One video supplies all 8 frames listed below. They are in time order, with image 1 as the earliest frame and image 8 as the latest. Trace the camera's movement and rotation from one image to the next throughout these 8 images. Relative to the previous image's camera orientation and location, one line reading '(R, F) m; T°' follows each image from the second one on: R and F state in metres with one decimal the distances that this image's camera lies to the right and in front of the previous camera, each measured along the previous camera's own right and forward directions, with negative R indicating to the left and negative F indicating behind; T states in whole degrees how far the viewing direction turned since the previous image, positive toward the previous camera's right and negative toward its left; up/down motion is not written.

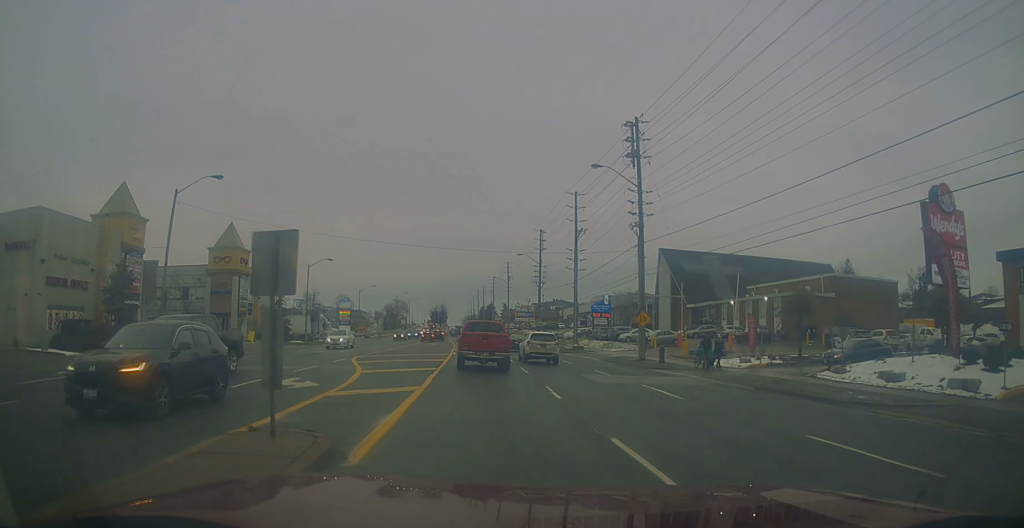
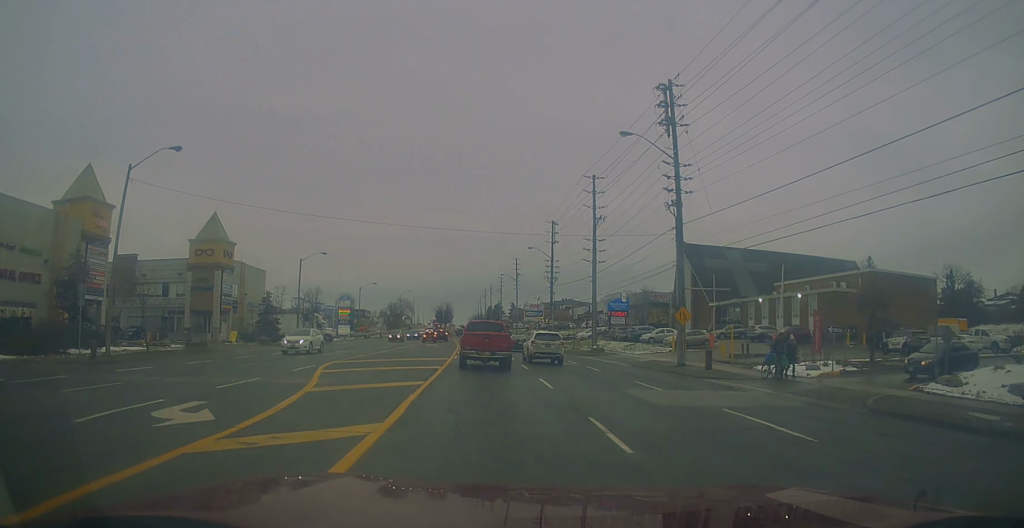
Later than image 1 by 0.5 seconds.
(-0.2, +6.6) m; -1°
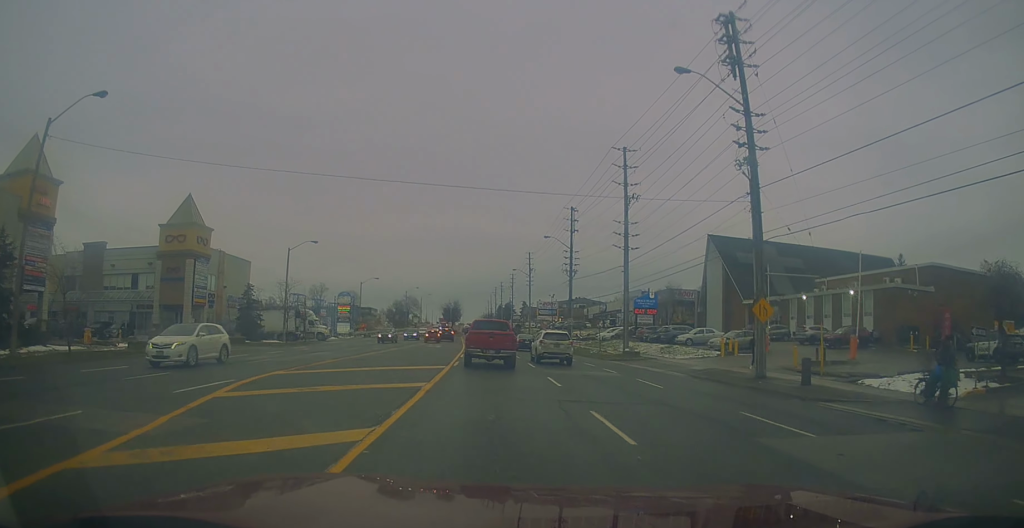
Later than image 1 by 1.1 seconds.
(+0.1, +8.6) m; 0°
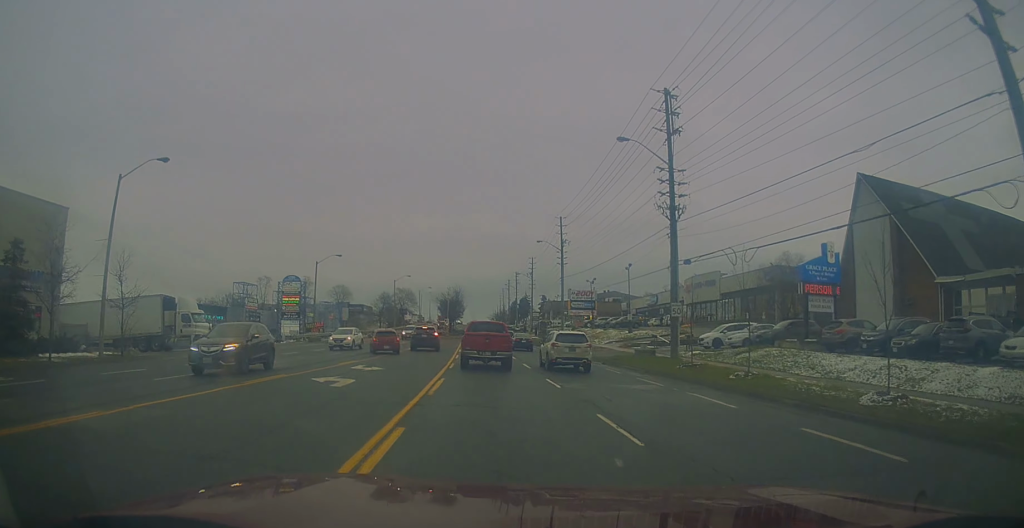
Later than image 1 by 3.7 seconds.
(-0.7, +35.3) m; -2°
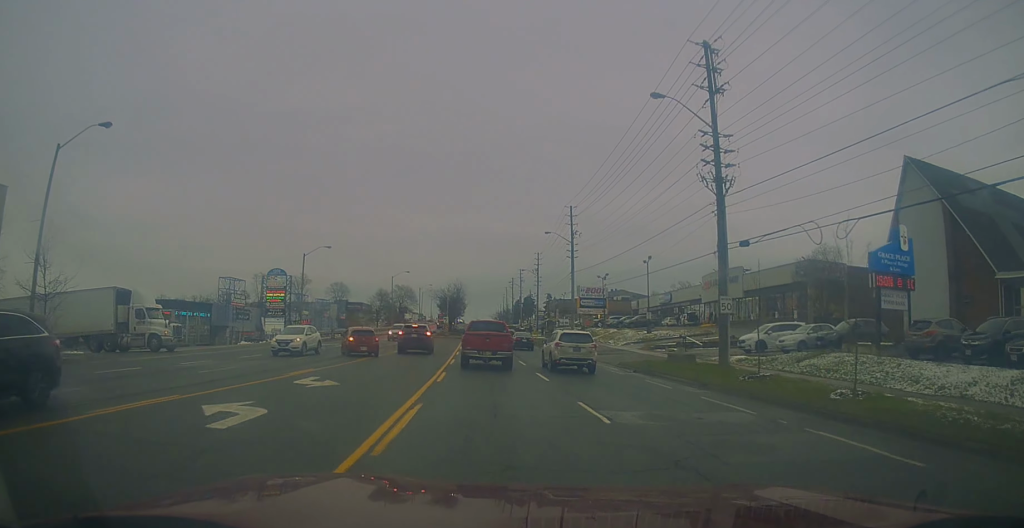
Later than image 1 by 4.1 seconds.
(+0.2, +6.7) m; 0°
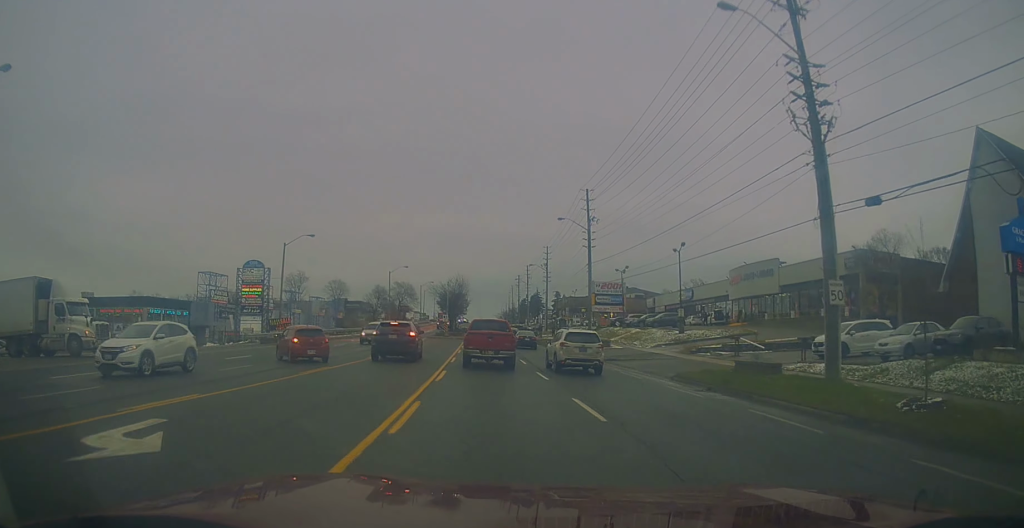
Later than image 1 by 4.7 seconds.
(+0.1, +8.7) m; 0°
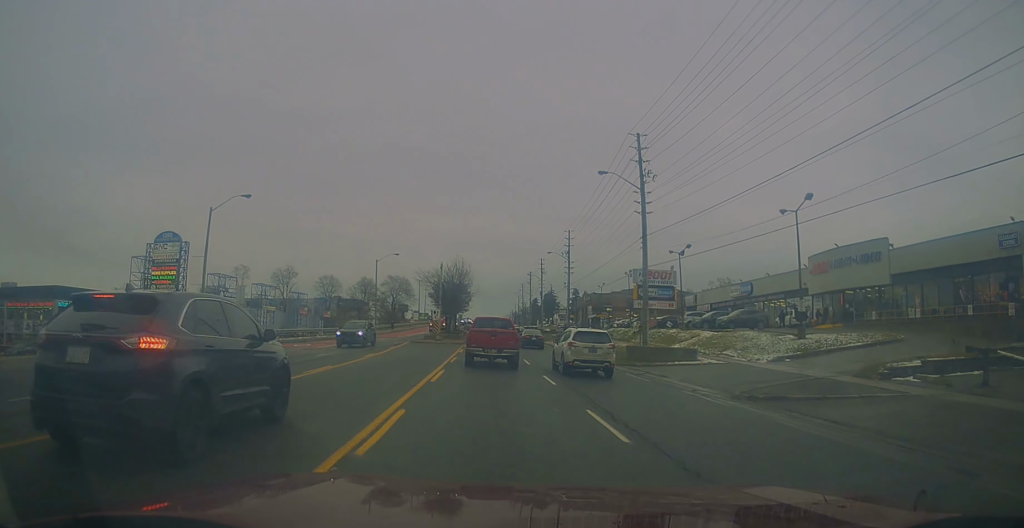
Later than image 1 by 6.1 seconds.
(-0.1, +19.6) m; 0°
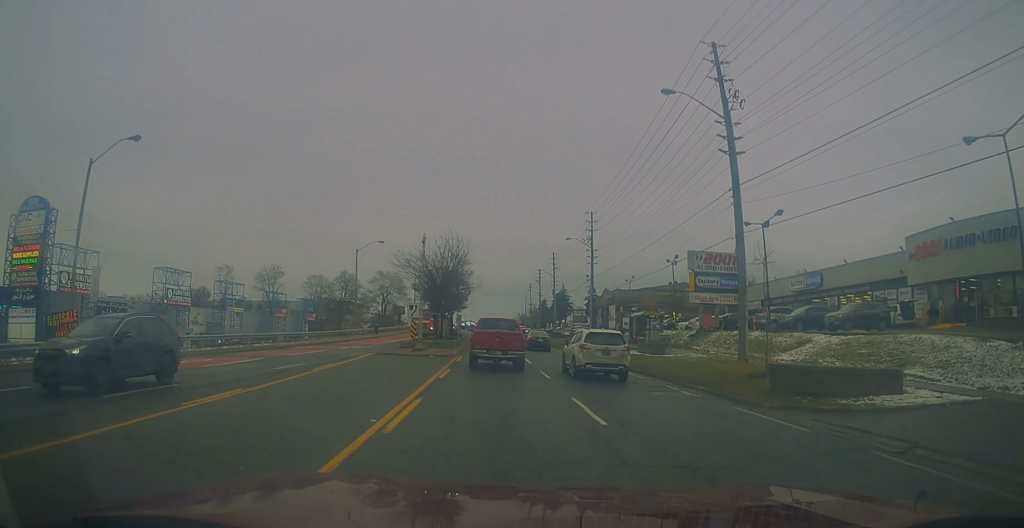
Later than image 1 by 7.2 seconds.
(+0.1, +16.1) m; -1°
